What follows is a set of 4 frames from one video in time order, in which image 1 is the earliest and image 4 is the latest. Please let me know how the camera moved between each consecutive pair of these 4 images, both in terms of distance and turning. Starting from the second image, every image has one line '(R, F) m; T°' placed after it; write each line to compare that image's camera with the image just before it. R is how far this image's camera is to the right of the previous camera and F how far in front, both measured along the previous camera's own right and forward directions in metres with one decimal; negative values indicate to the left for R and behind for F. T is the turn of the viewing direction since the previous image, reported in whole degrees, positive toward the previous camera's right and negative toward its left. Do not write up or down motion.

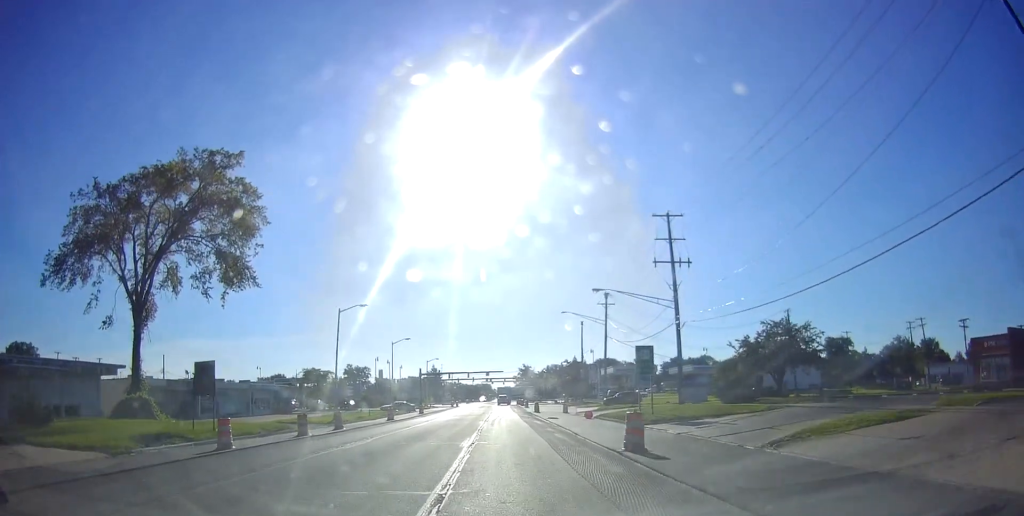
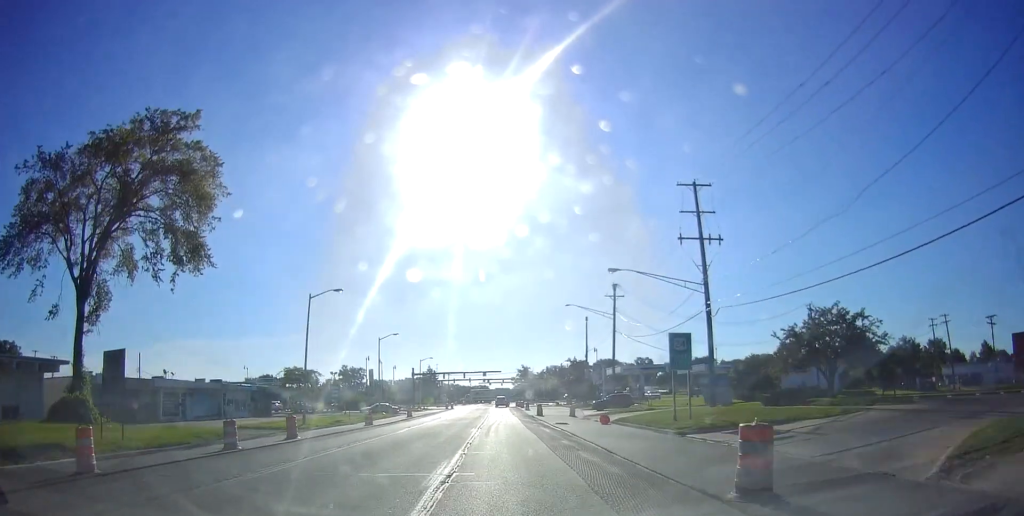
(-0.1, +7.2) m; -1°
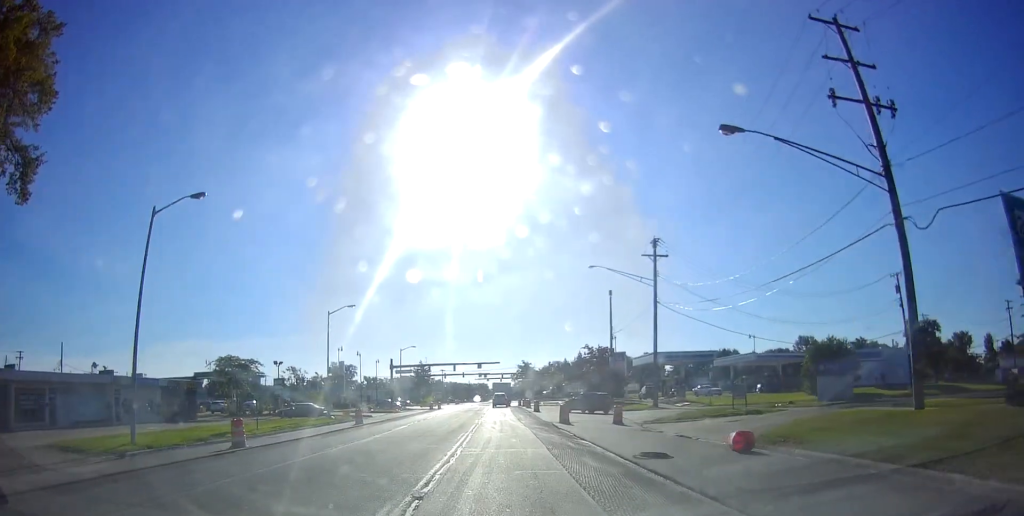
(0.0, +20.1) m; +2°
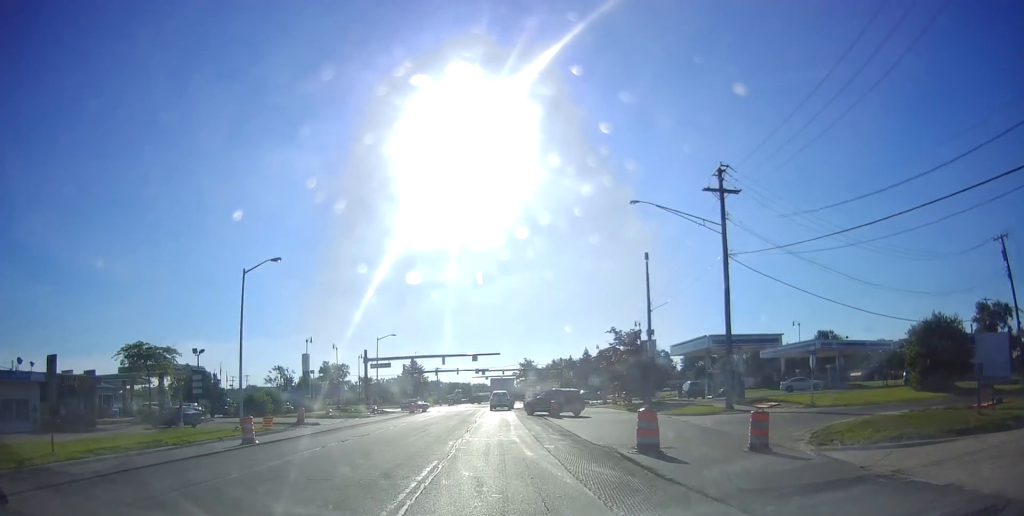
(+0.6, +17.7) m; +3°
